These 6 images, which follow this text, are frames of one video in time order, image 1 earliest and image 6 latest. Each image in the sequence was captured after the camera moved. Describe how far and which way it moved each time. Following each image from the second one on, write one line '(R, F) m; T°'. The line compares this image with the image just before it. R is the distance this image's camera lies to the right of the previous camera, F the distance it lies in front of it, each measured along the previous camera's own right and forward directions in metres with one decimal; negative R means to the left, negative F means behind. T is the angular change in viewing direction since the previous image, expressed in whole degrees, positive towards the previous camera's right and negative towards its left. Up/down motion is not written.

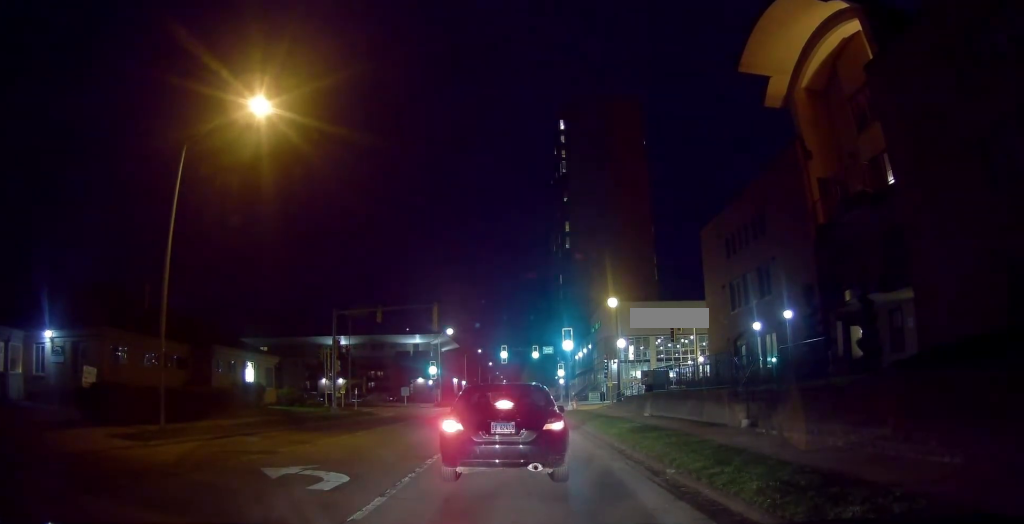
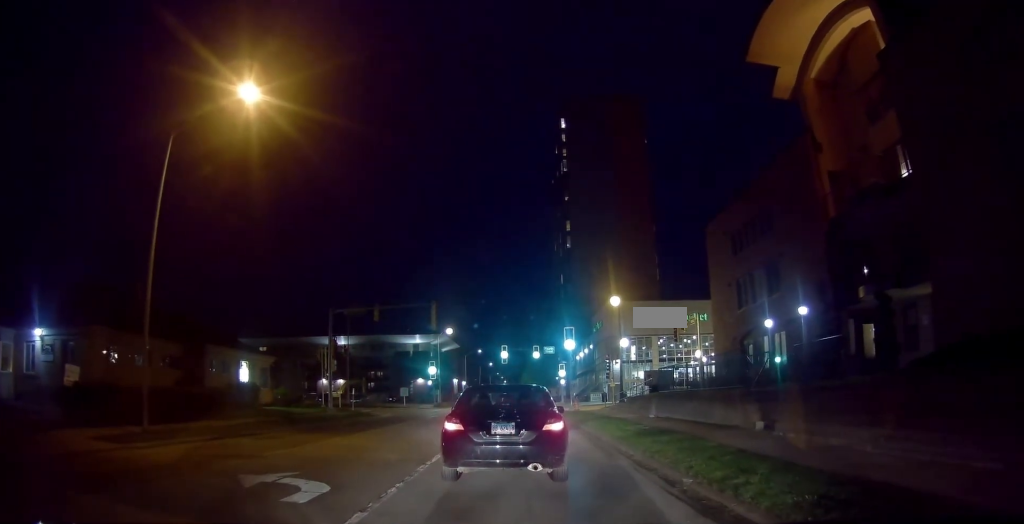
(+0.1, +0.5) m; 0°
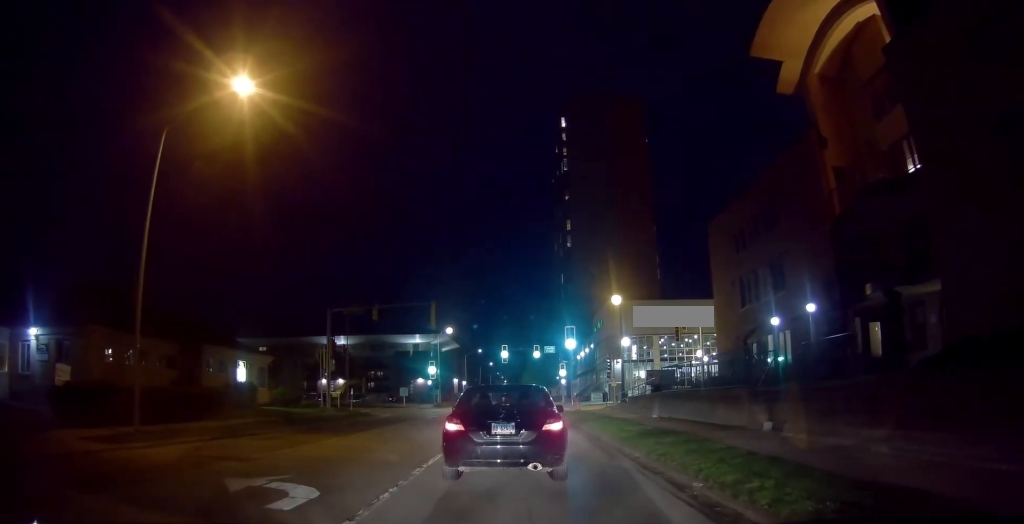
(0.0, +0.3) m; 0°
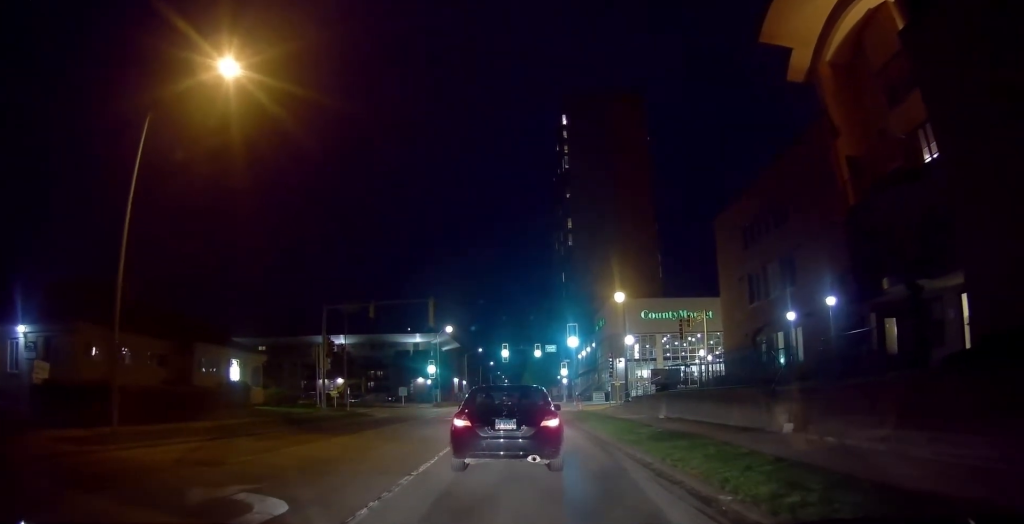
(+0.1, +0.6) m; 0°
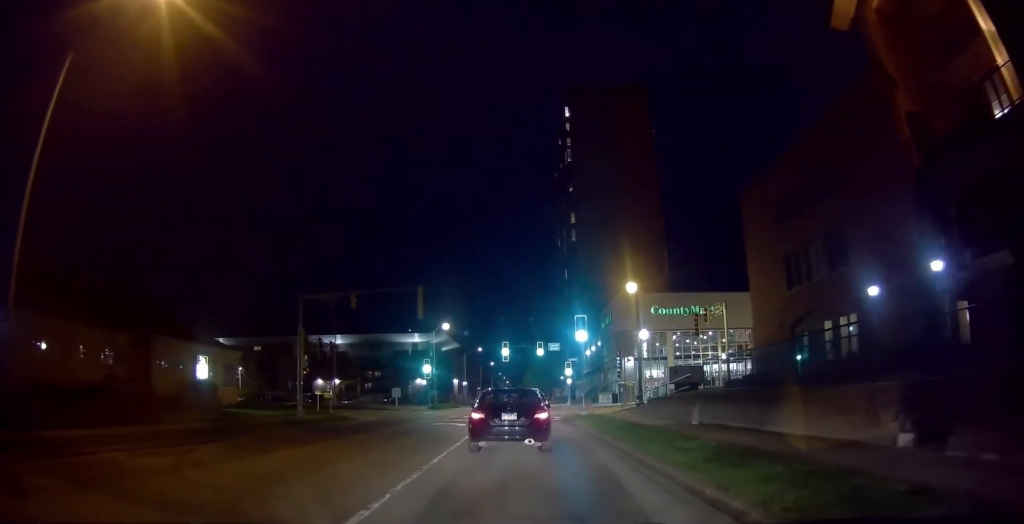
(+0.1, +1.3) m; +1°
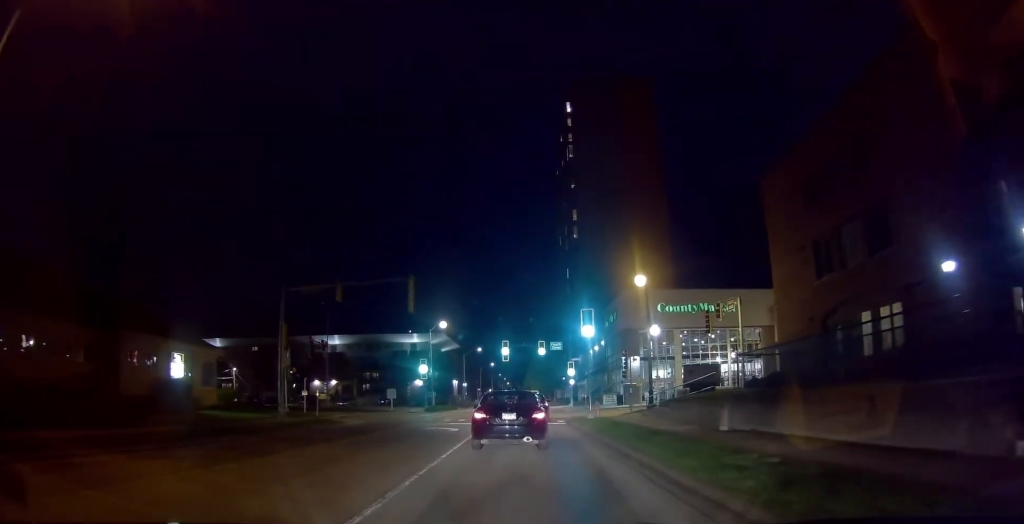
(0.0, +0.5) m; +3°
